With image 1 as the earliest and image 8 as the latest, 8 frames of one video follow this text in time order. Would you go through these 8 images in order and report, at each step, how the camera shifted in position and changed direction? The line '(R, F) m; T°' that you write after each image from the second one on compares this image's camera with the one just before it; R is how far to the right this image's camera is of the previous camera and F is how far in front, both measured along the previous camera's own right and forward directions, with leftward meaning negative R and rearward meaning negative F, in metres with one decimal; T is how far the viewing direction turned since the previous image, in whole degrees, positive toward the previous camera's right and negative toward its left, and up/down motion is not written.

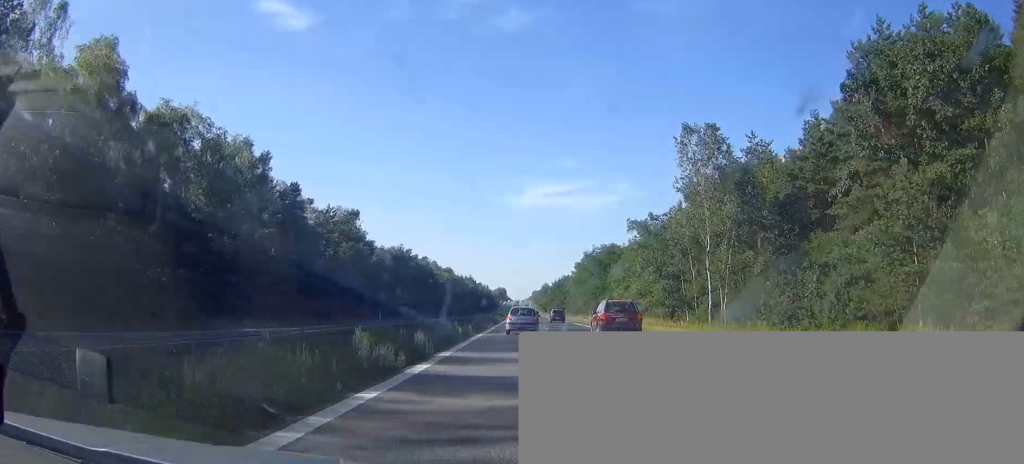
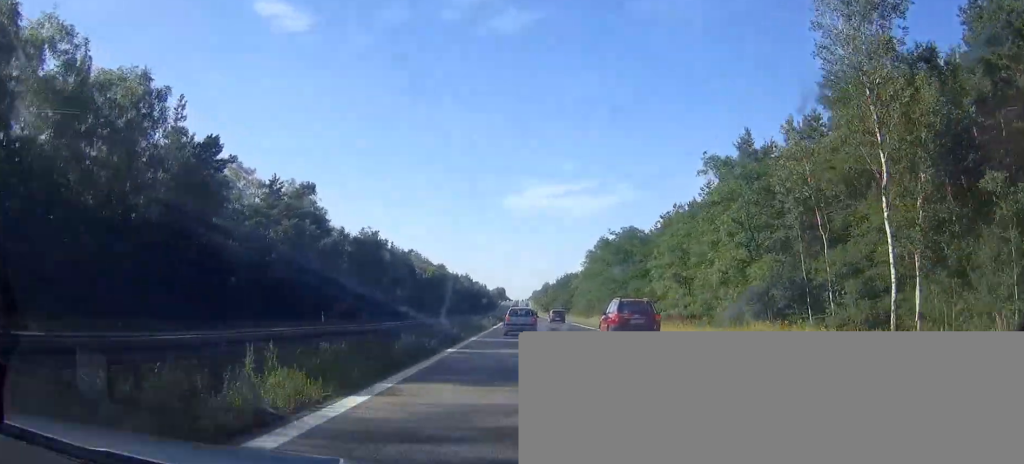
(0.0, +25.6) m; 0°
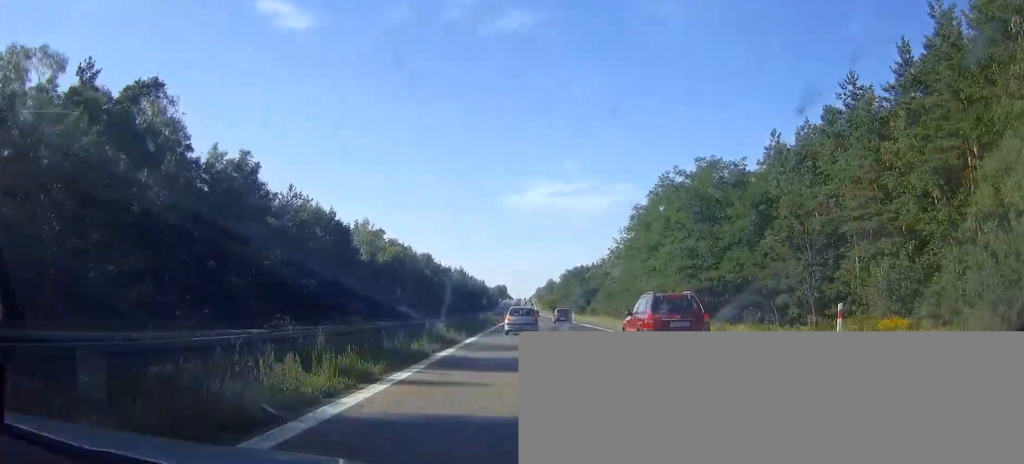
(0.0, +43.3) m; 0°
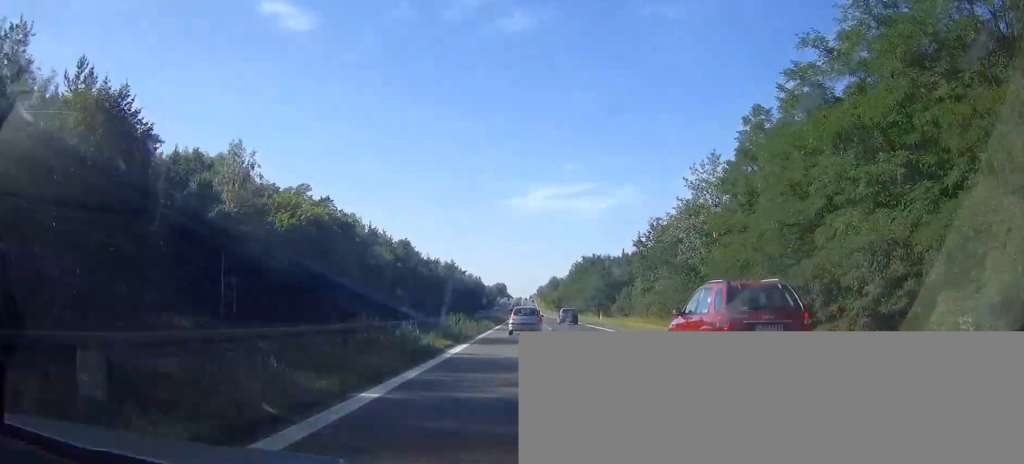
(0.0, +39.5) m; 0°
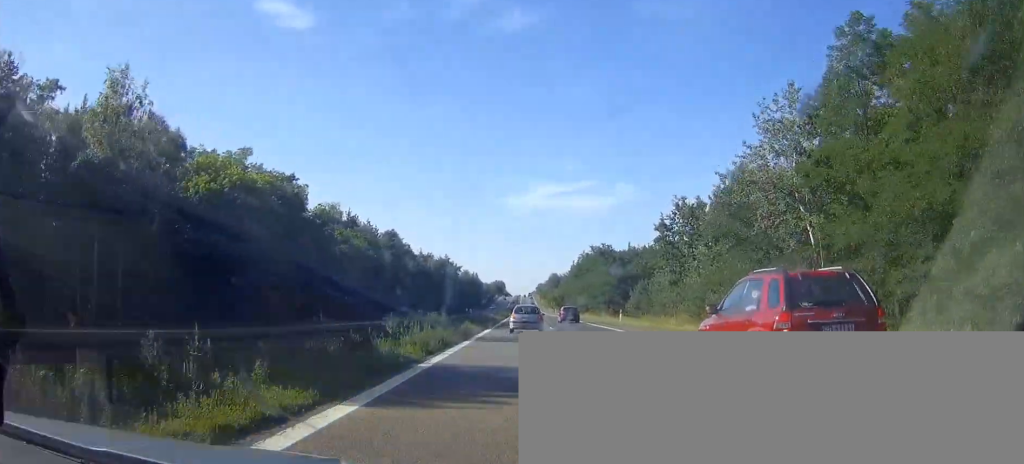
(0.0, +15.8) m; 0°
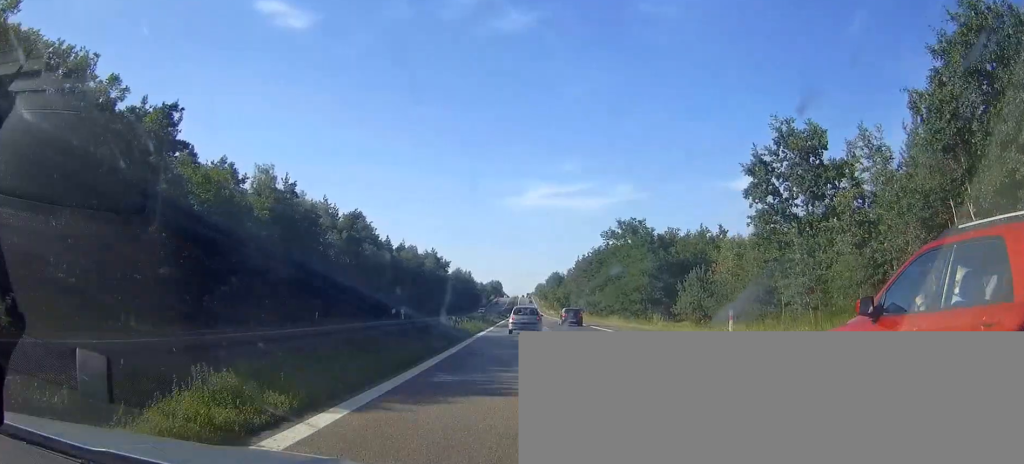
(0.0, +31.7) m; 0°
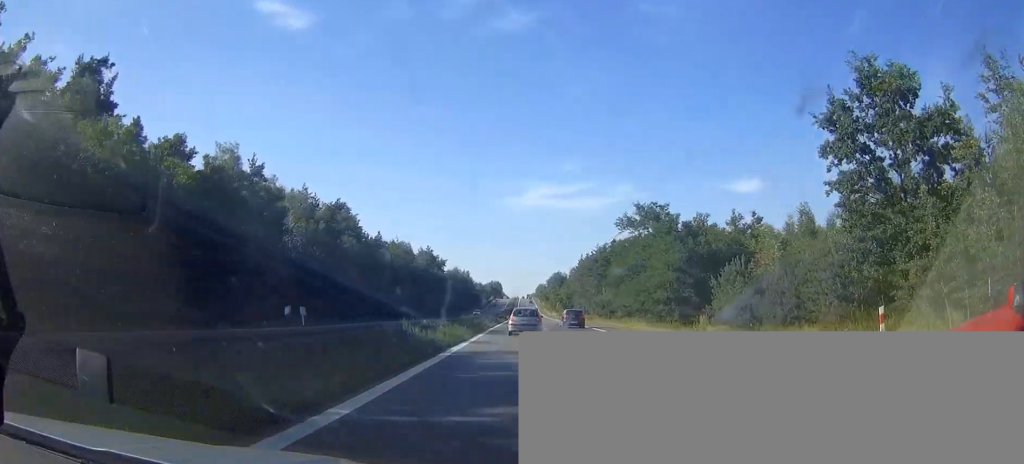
(0.0, +12.0) m; 0°
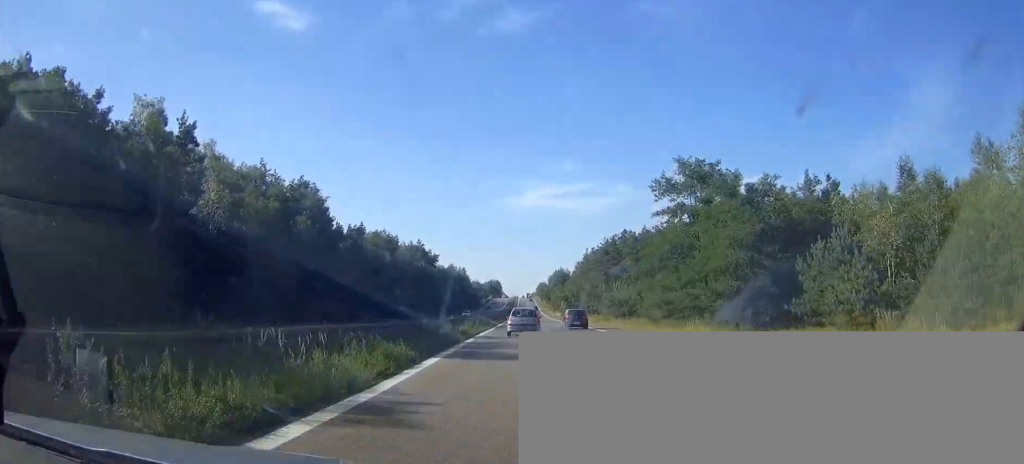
(0.0, +17.9) m; 0°
